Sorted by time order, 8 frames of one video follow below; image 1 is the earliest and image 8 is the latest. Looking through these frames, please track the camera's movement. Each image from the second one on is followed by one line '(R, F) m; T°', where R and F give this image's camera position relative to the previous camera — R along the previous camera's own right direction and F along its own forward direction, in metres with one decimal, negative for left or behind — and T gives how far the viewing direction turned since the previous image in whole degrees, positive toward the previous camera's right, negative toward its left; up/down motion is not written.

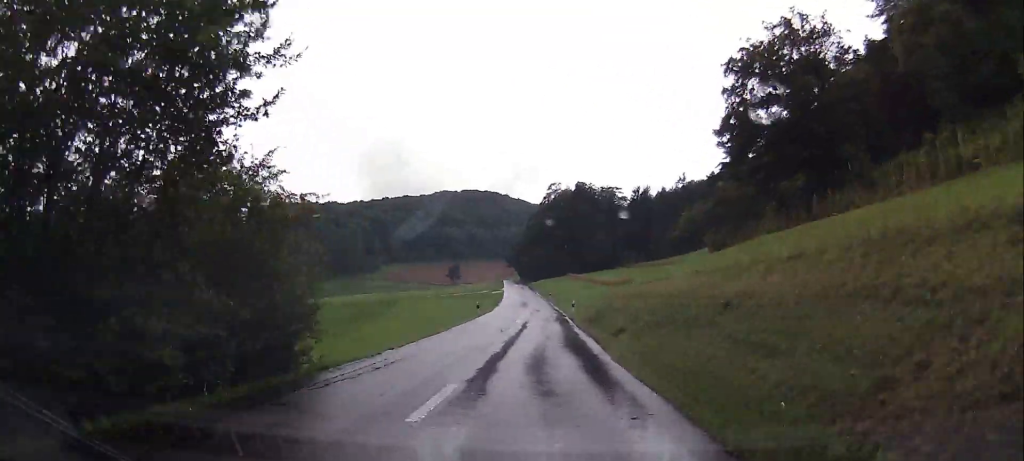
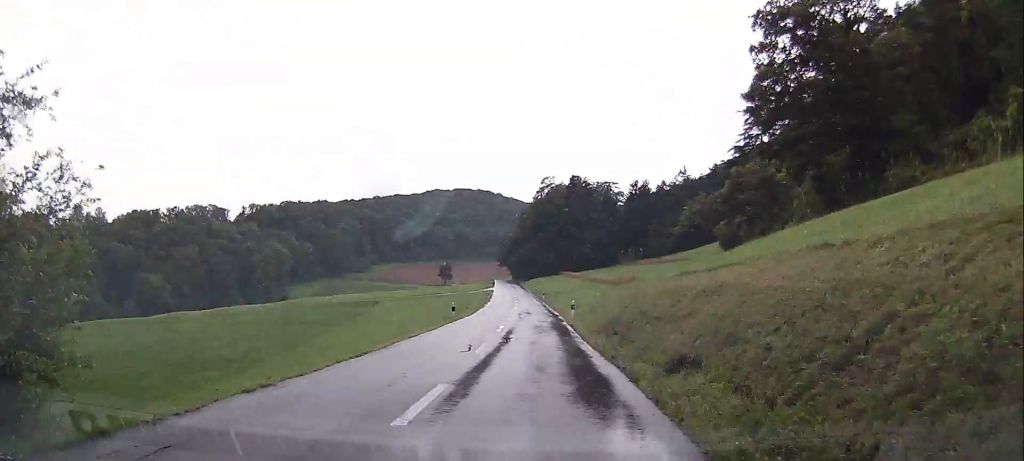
(+0.4, +8.9) m; +2°
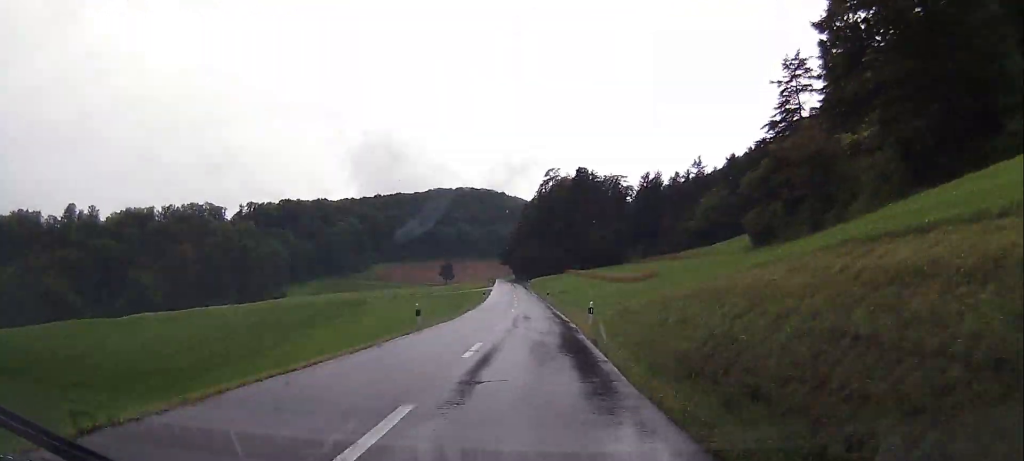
(+0.4, +11.2) m; +2°
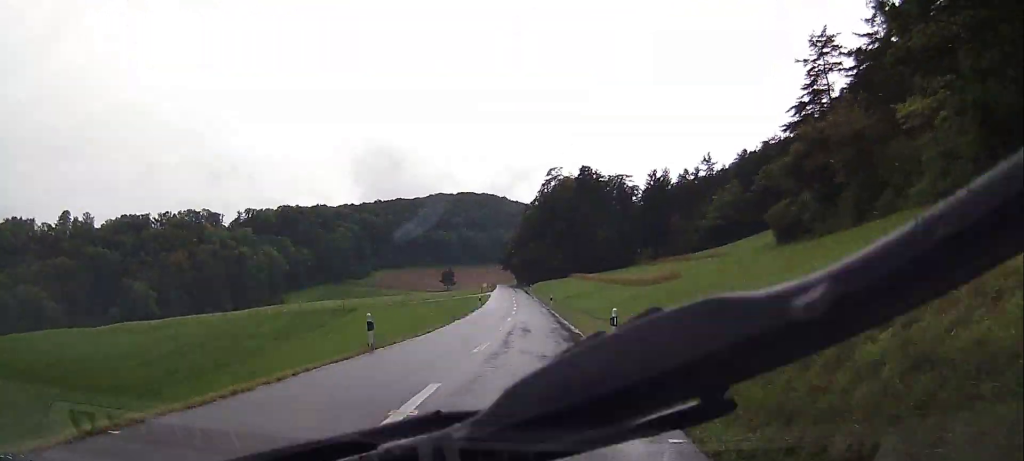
(0.0, +7.2) m; 0°
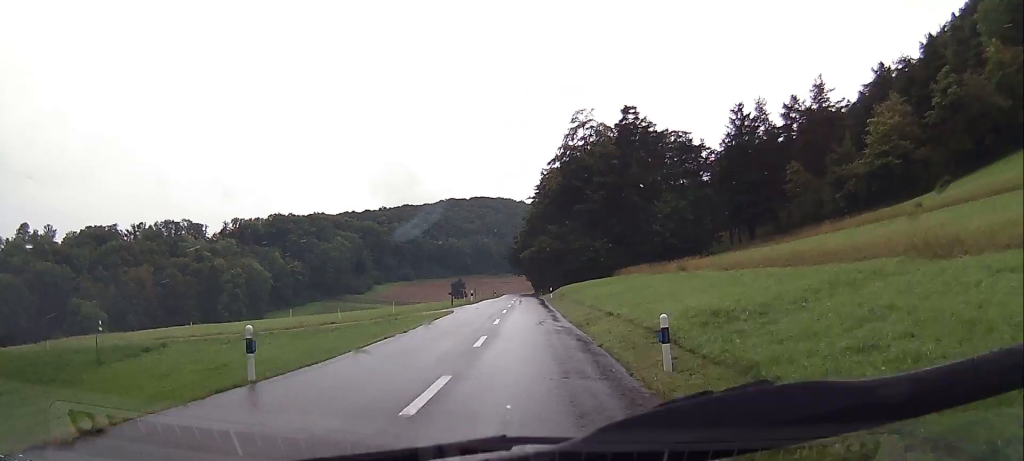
(-1.7, +51.1) m; -4°
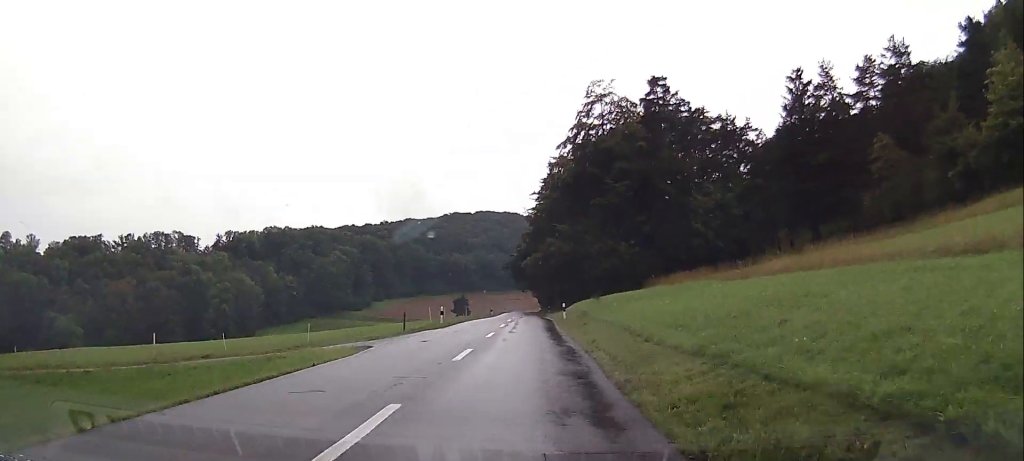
(0.0, +19.0) m; 0°
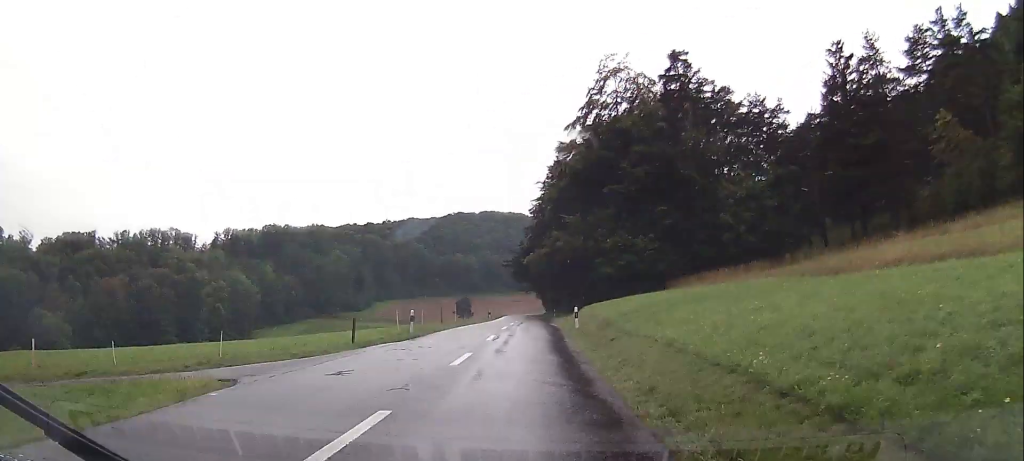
(0.0, +9.0) m; 0°
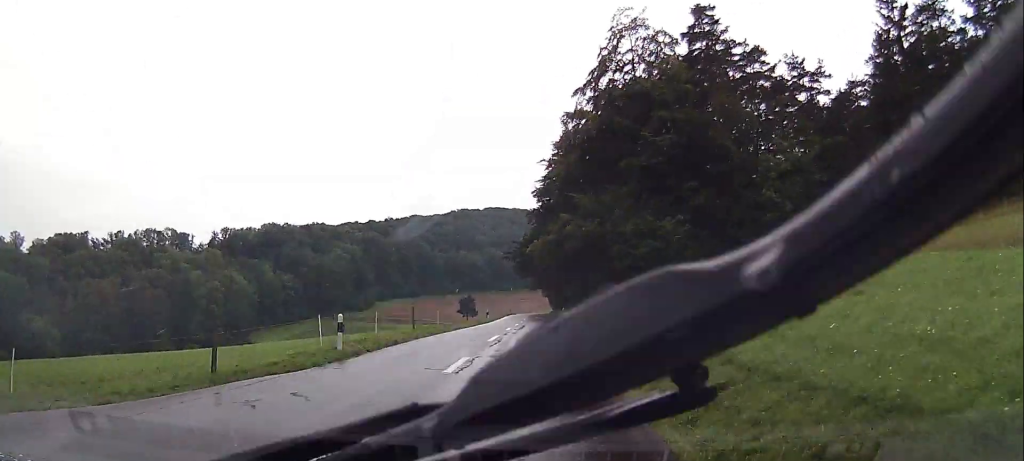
(+0.1, +10.2) m; -1°
